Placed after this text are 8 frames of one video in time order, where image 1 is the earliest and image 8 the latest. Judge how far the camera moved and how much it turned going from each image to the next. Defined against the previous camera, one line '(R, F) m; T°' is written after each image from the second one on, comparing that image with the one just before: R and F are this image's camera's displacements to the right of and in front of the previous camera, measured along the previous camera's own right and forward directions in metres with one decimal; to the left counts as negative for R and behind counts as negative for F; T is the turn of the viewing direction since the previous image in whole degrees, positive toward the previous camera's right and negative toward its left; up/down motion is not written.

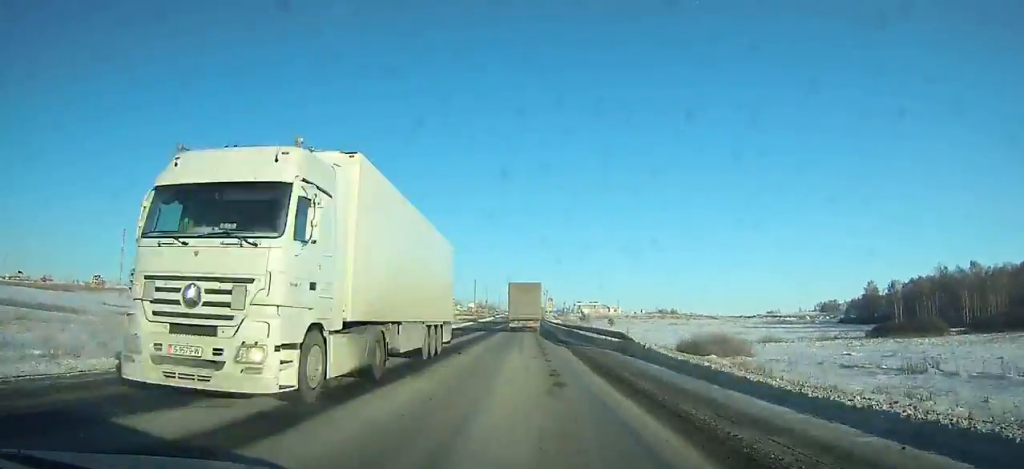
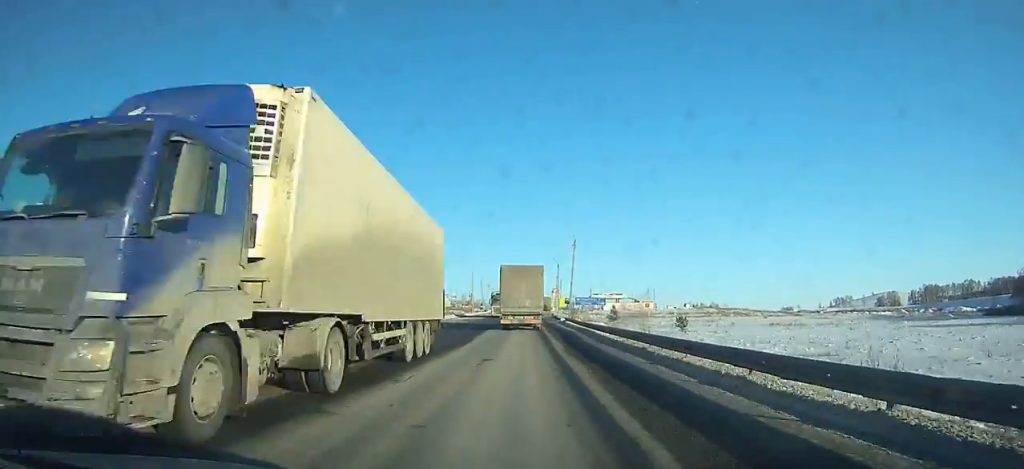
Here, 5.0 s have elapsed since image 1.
(-0.7, +100.2) m; -1°
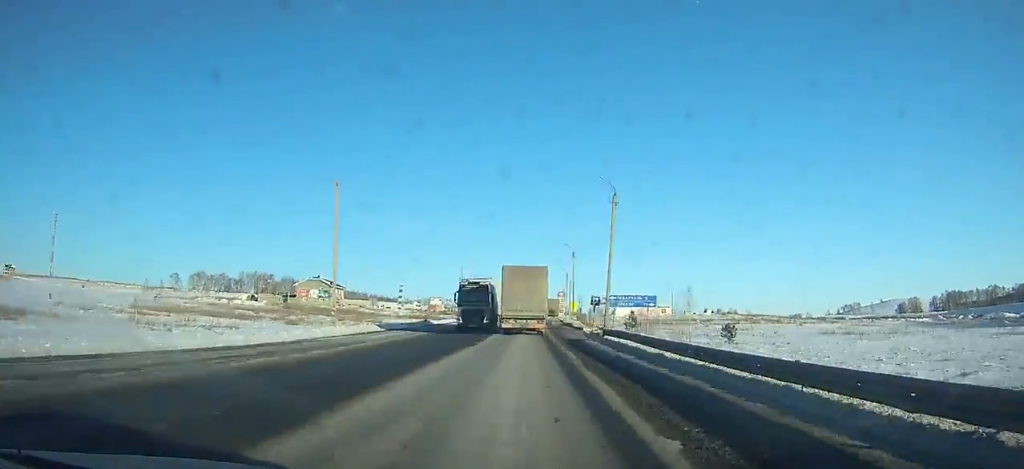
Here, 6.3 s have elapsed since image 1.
(0.0, +24.7) m; 0°
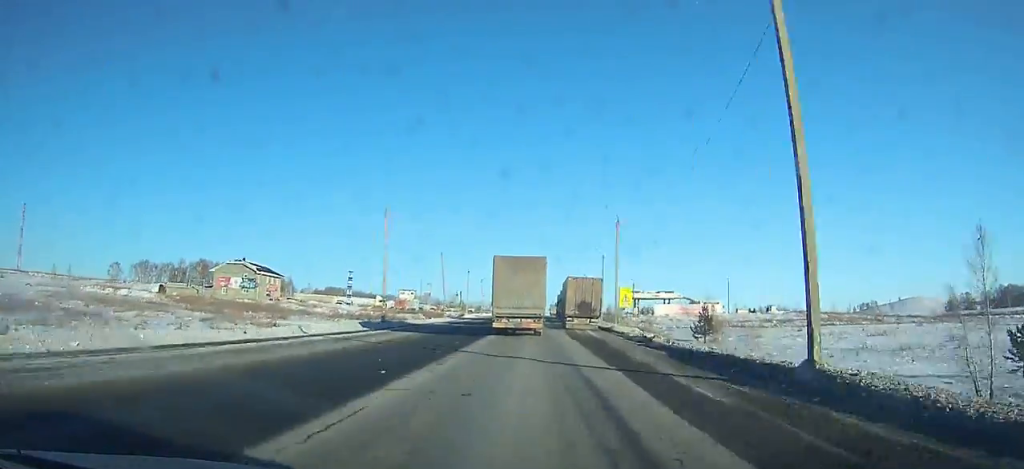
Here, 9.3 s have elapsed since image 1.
(0.0, +54.8) m; 0°
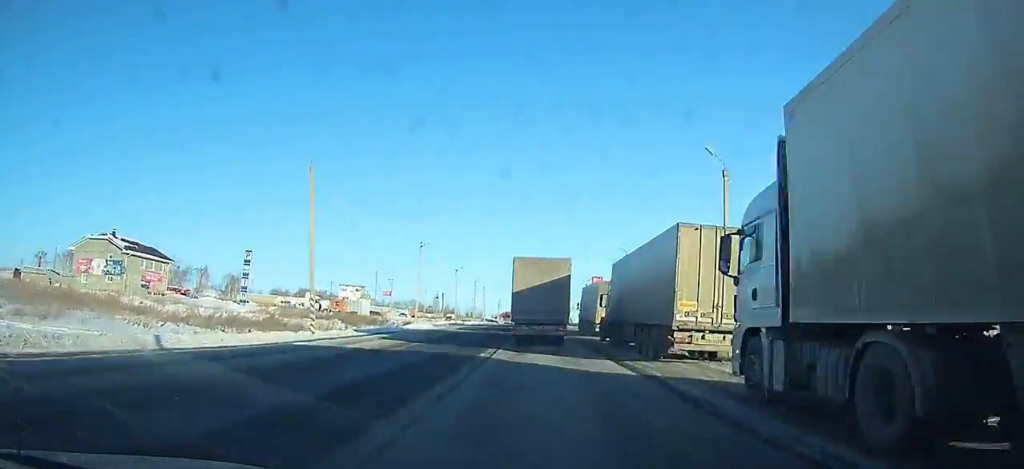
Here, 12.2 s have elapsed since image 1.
(+0.1, +49.8) m; 0°
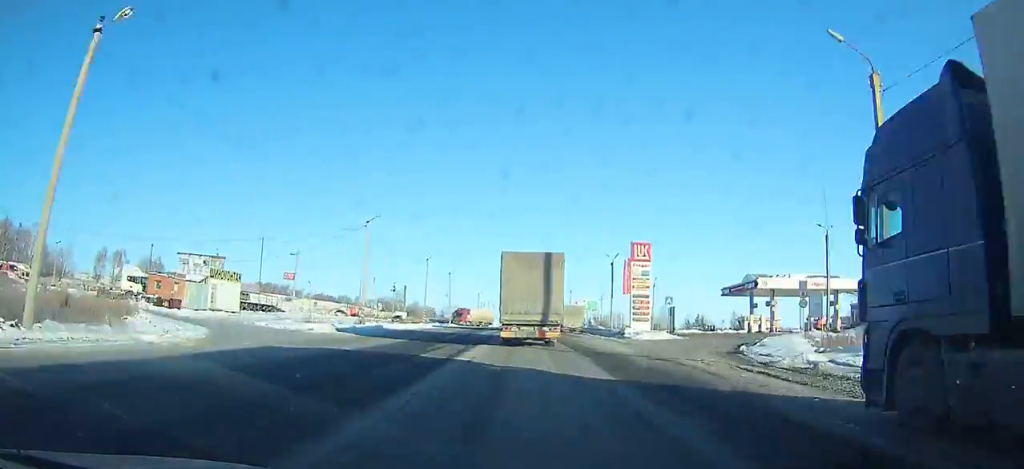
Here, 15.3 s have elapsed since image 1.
(+0.2, +50.6) m; +1°
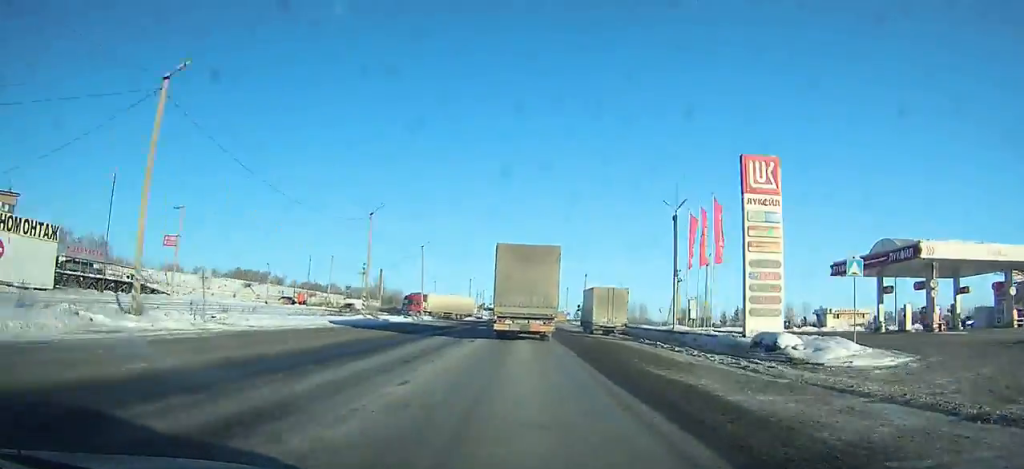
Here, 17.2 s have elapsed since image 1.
(+0.1, +30.1) m; 0°
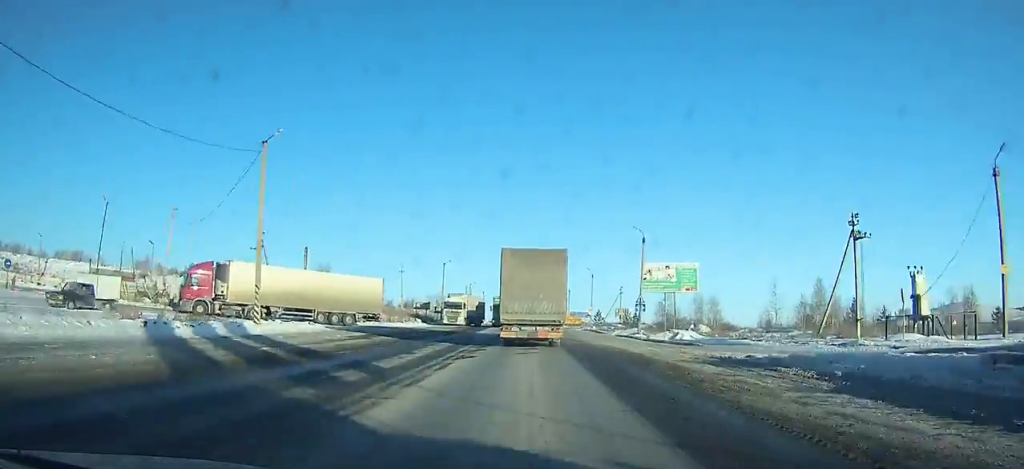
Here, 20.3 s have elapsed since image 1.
(+0.2, +47.7) m; 0°
